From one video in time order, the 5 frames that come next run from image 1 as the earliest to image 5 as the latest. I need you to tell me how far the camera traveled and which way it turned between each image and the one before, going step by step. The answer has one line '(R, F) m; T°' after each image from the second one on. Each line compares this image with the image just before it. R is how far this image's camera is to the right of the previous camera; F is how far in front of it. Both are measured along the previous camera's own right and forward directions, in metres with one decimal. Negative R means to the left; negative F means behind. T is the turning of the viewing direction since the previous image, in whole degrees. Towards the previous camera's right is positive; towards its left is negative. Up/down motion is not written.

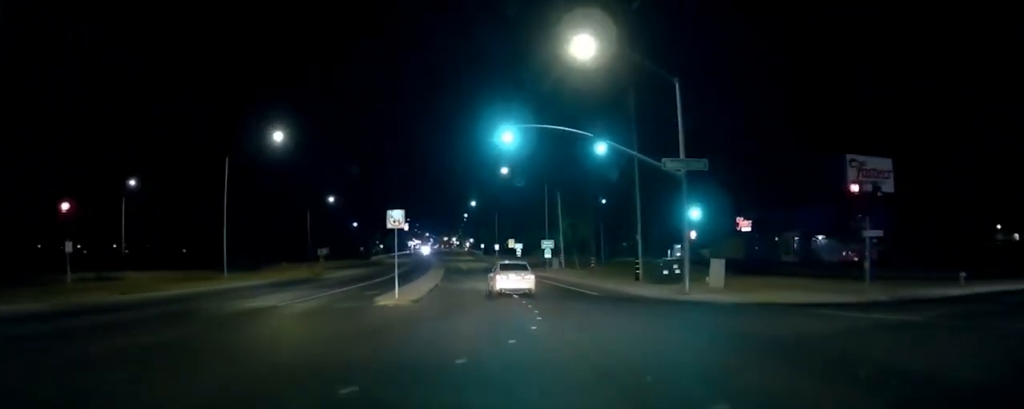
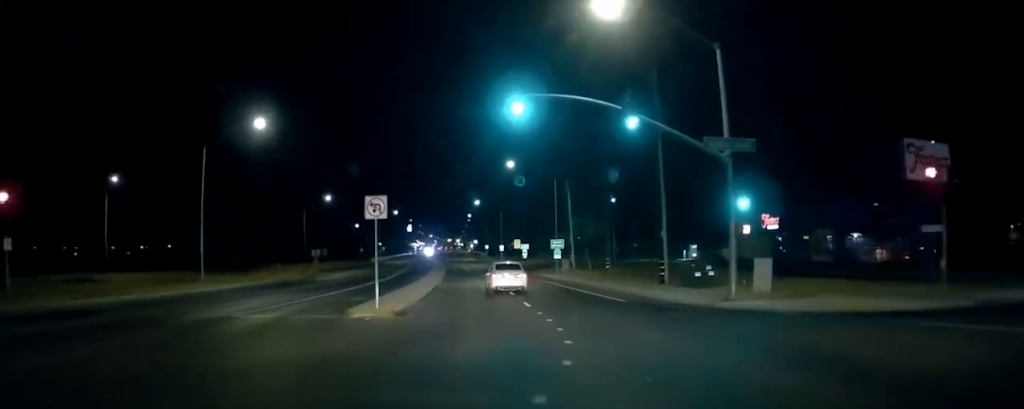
(+0.1, +3.8) m; -2°
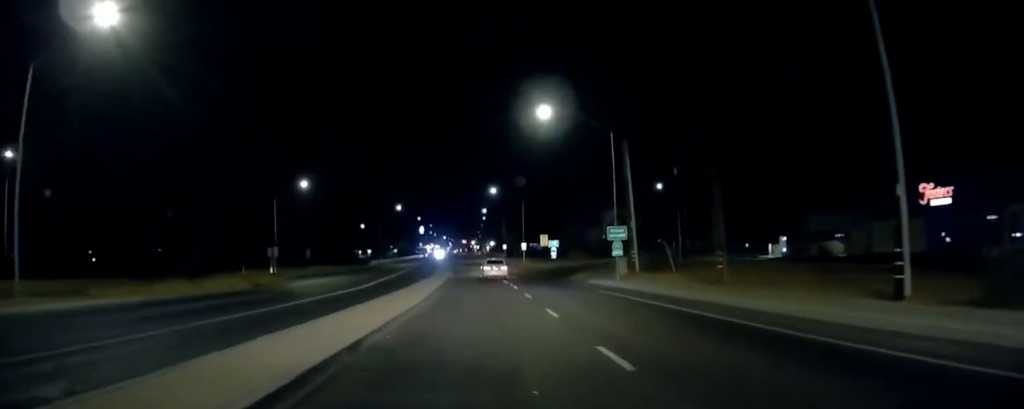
(-0.9, +18.5) m; -1°
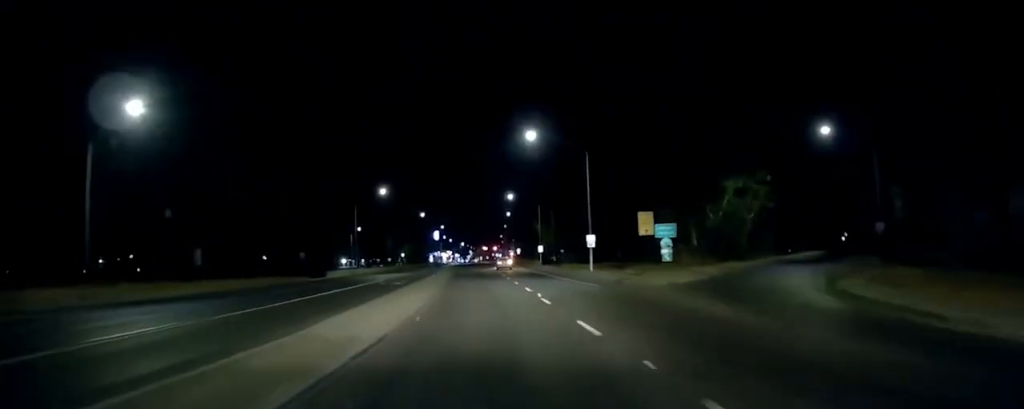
(-0.2, +41.5) m; -4°
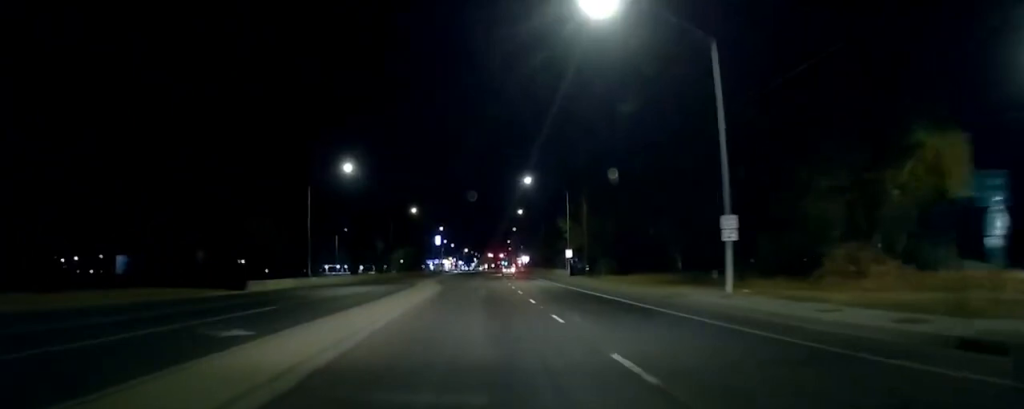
(-0.4, +25.0) m; 0°
